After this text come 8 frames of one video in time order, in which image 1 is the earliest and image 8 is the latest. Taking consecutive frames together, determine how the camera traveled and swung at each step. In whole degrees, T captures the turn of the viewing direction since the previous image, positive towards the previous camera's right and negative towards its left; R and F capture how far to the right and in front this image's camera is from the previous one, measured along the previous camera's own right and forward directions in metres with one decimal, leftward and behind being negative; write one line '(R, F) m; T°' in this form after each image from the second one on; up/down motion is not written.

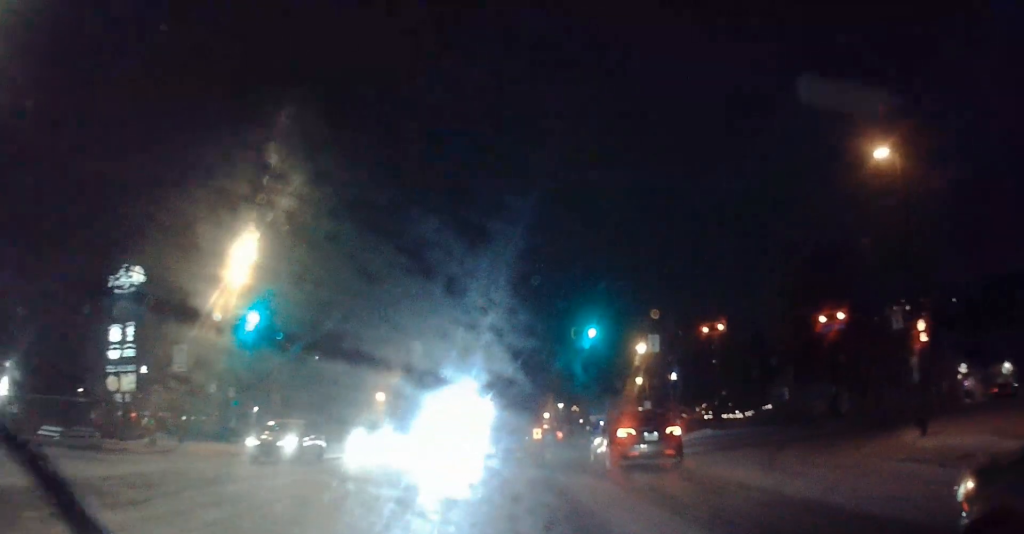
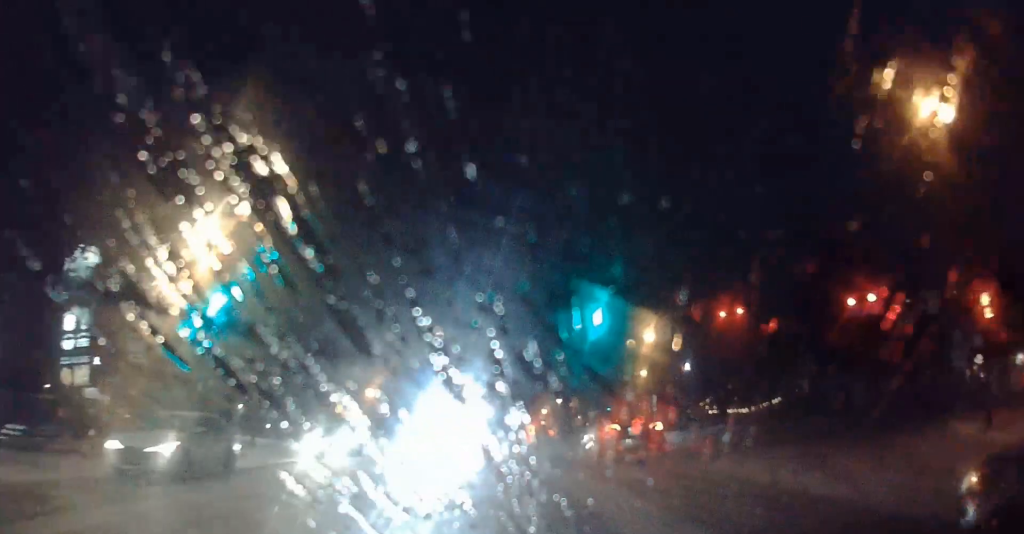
(0.0, +3.5) m; 0°
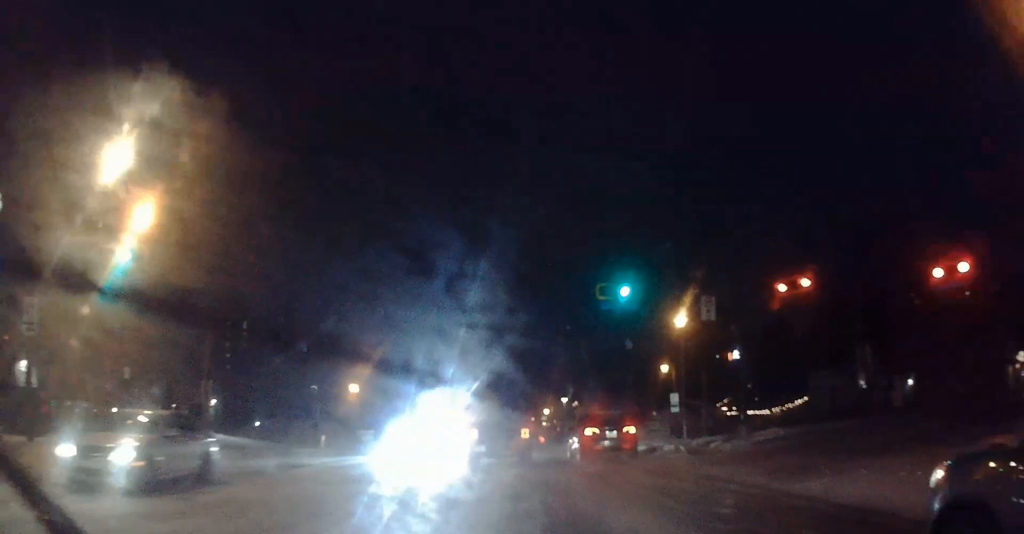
(0.0, +6.9) m; 0°
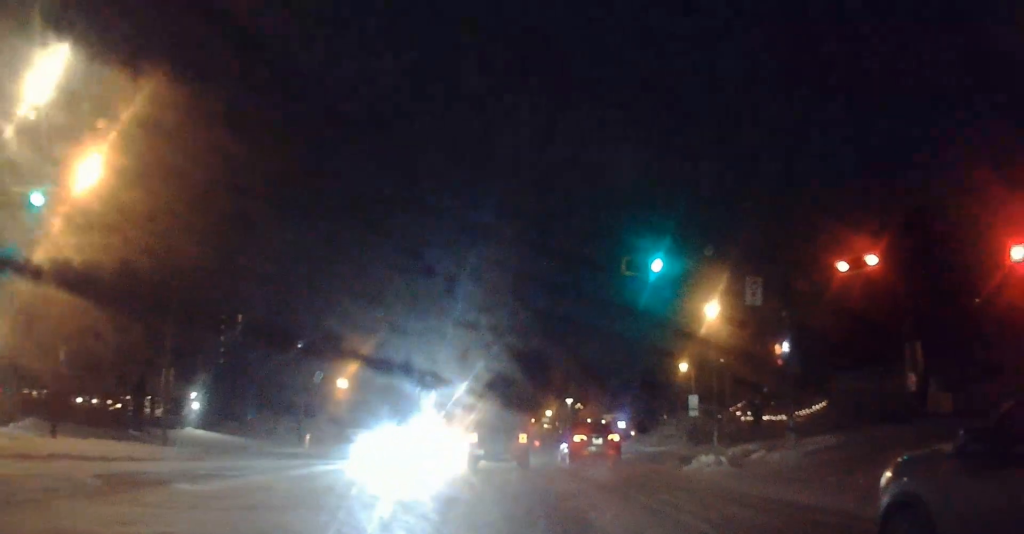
(0.0, +4.6) m; 0°
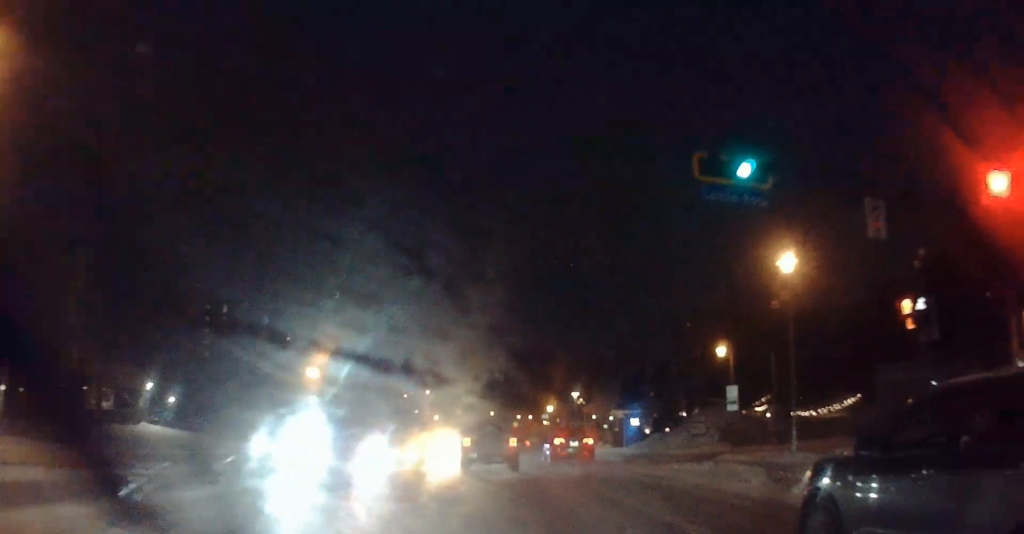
(0.0, +8.0) m; 0°
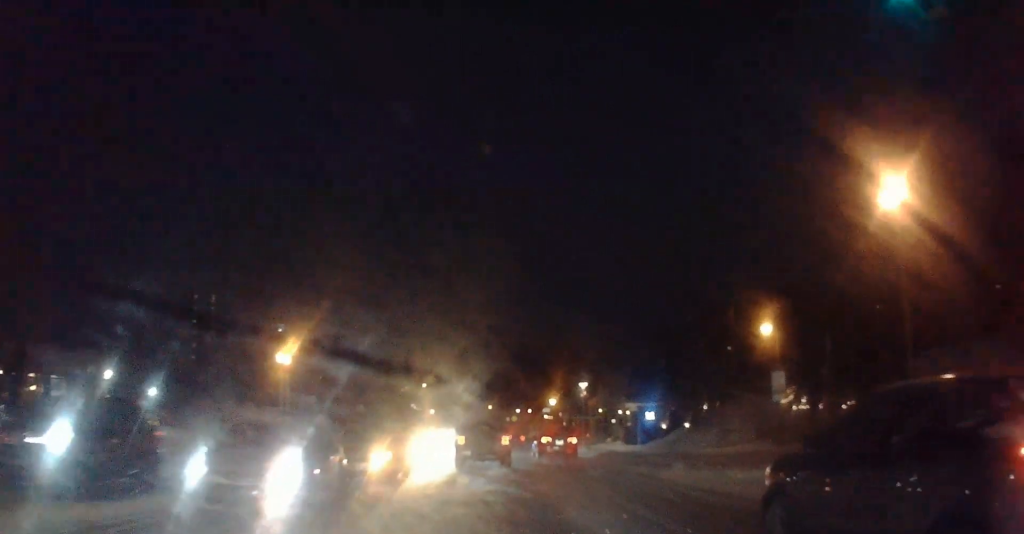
(0.0, +6.0) m; 0°
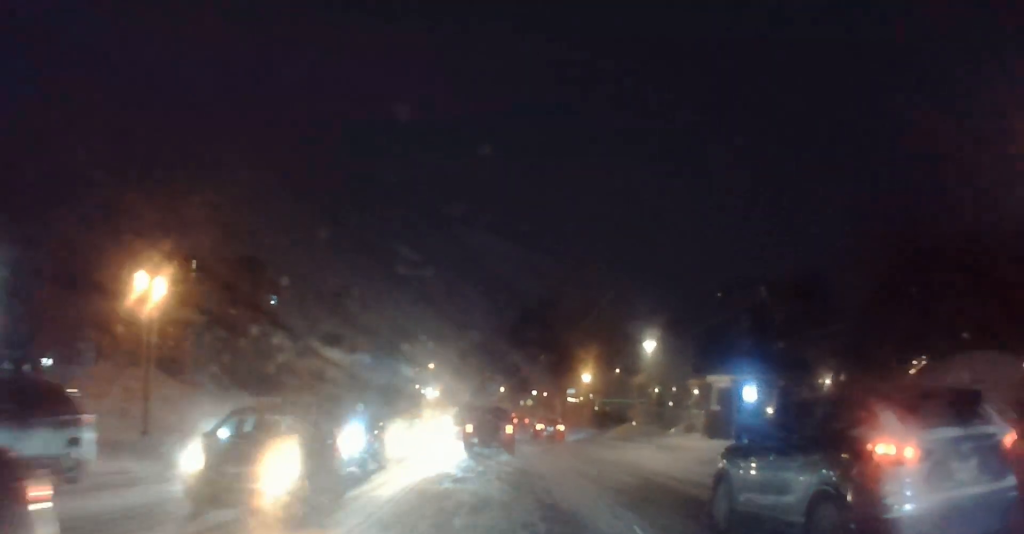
(-0.5, +17.8) m; -2°
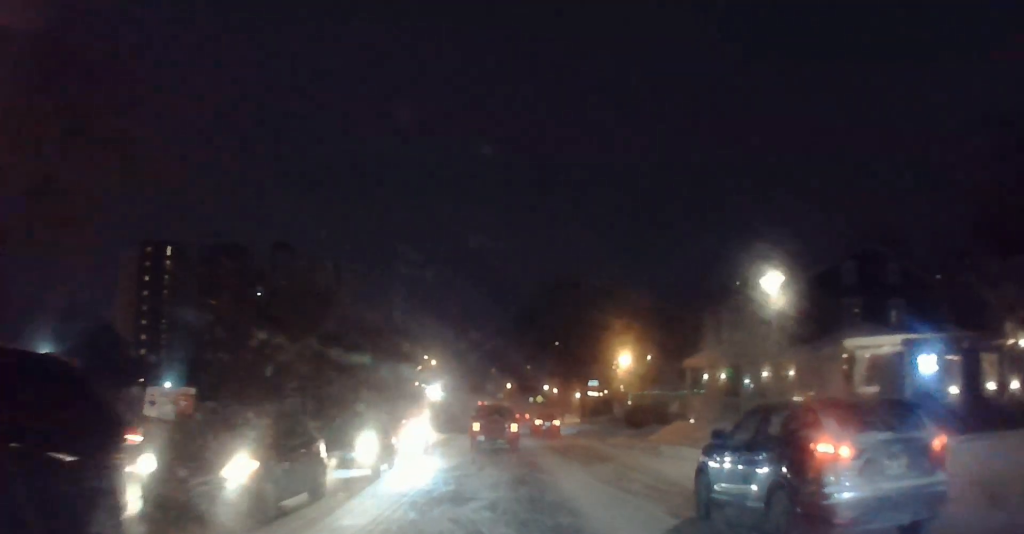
(+0.3, +14.2) m; +2°
